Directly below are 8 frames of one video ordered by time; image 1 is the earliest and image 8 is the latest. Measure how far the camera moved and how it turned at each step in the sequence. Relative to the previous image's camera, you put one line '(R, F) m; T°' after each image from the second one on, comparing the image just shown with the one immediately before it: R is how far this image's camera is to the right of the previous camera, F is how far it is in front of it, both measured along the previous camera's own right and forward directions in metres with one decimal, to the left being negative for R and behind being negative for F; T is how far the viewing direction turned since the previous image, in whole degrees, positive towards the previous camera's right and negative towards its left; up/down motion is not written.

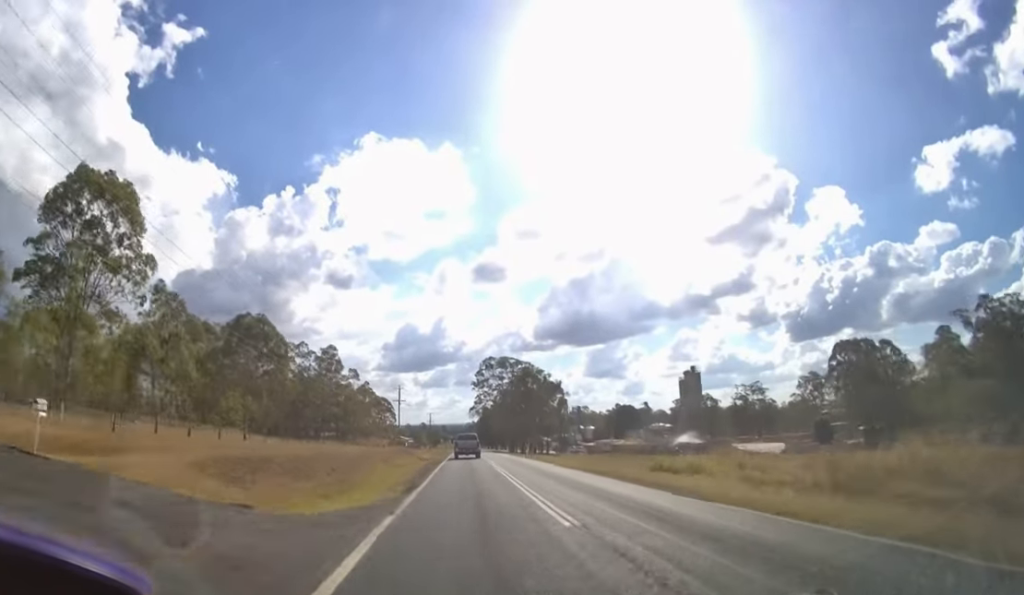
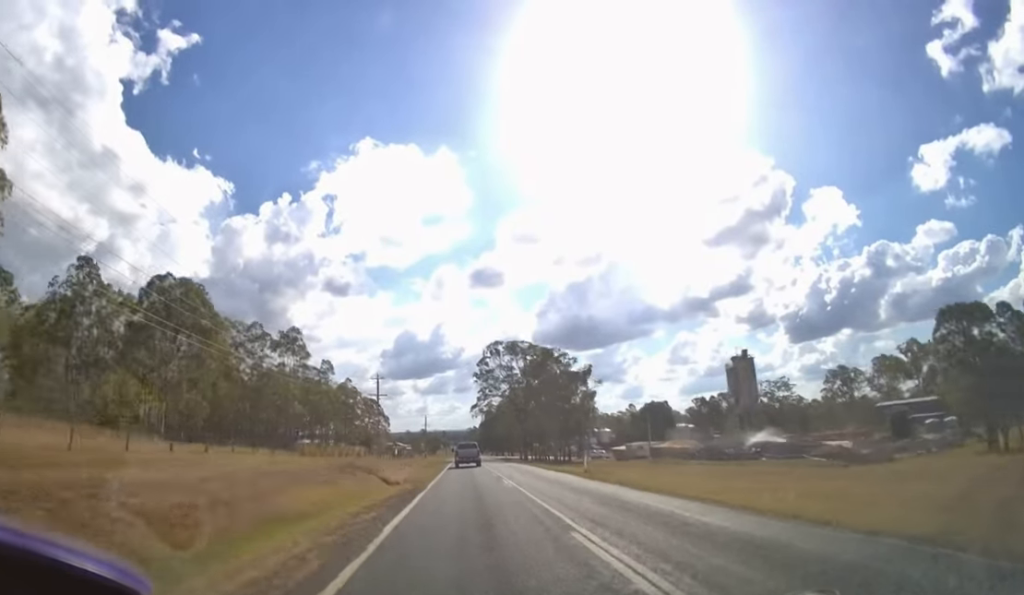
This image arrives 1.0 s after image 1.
(0.0, +19.0) m; 0°
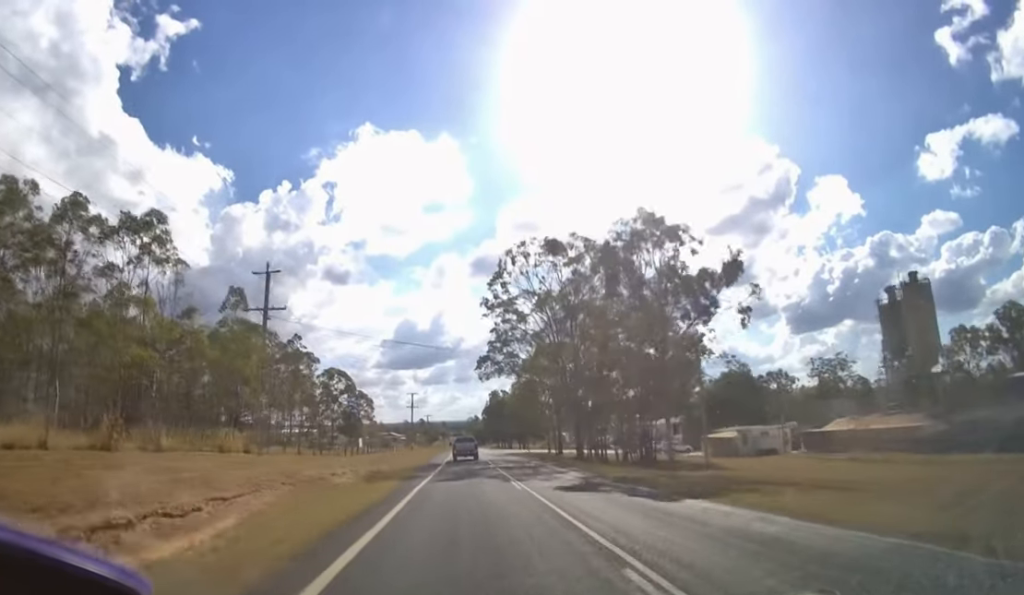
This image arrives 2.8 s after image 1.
(0.0, +32.2) m; 0°
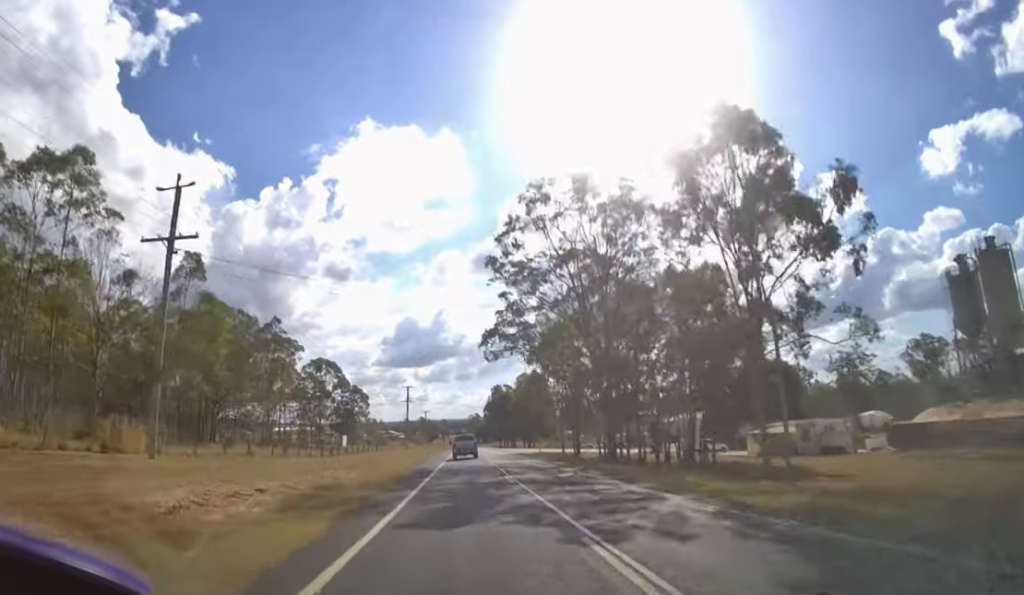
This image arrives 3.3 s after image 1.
(0.0, +9.8) m; 0°
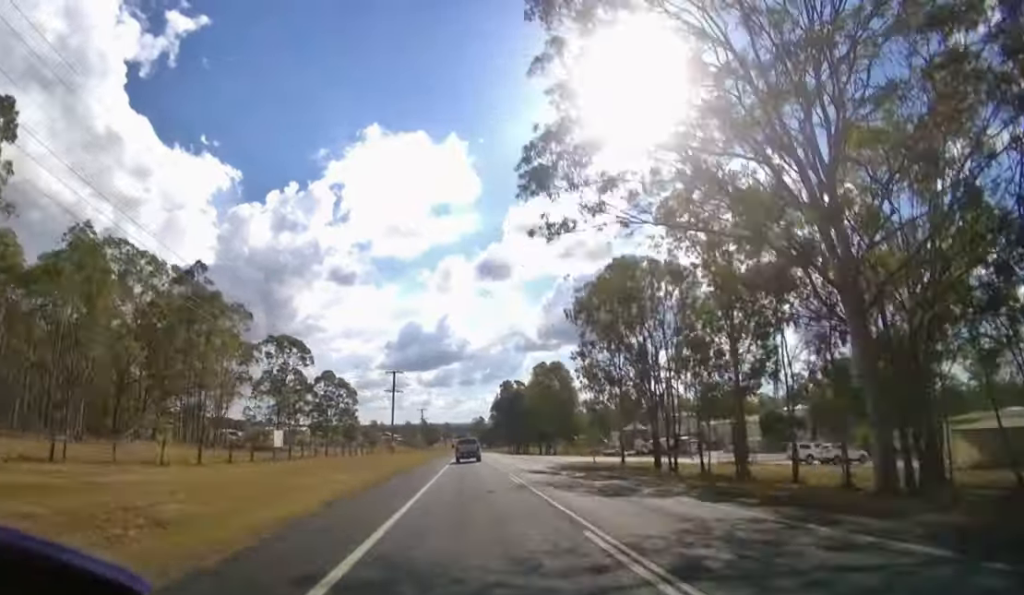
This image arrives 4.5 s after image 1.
(0.0, +23.2) m; 0°
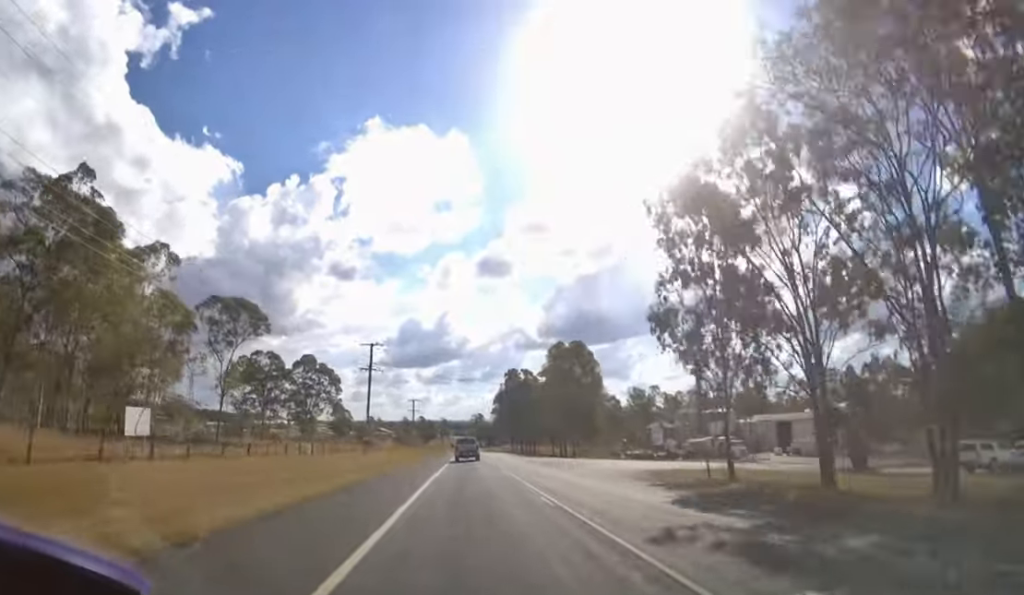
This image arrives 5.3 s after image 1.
(0.0, +18.2) m; 0°
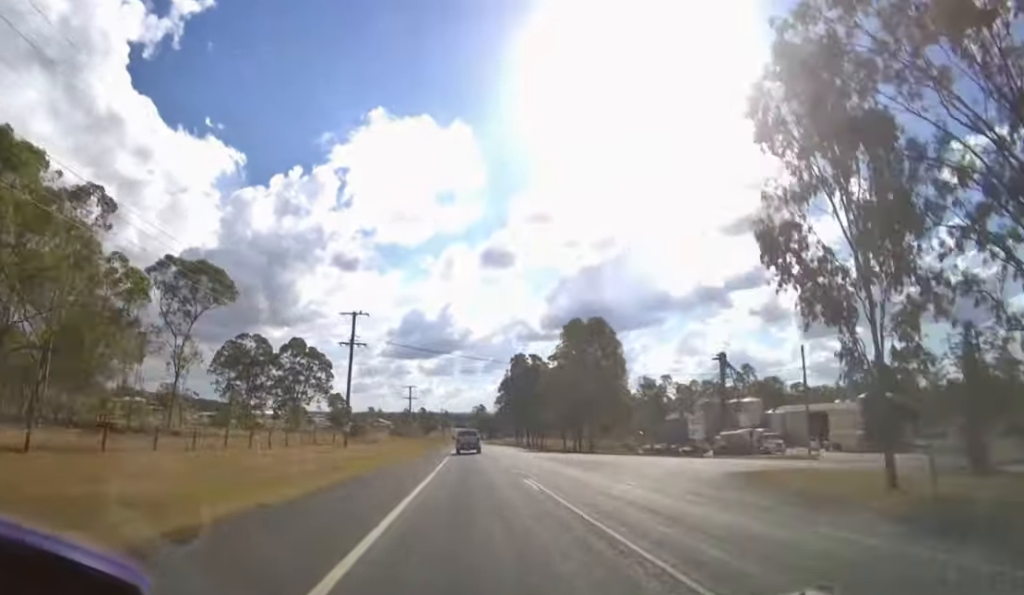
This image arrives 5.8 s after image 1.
(0.0, +10.5) m; 0°
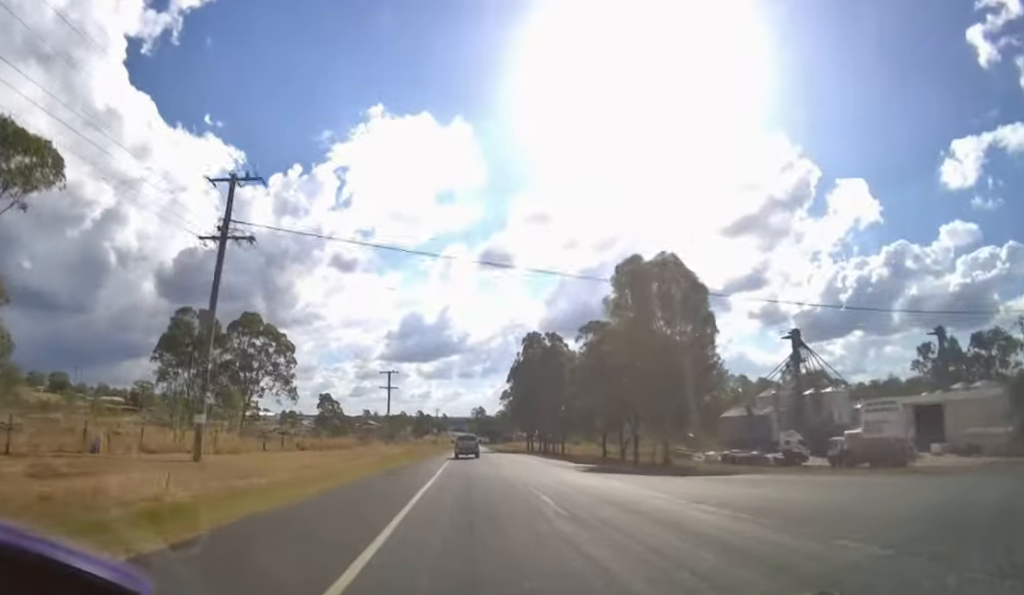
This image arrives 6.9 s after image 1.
(+0.1, +28.3) m; 0°
